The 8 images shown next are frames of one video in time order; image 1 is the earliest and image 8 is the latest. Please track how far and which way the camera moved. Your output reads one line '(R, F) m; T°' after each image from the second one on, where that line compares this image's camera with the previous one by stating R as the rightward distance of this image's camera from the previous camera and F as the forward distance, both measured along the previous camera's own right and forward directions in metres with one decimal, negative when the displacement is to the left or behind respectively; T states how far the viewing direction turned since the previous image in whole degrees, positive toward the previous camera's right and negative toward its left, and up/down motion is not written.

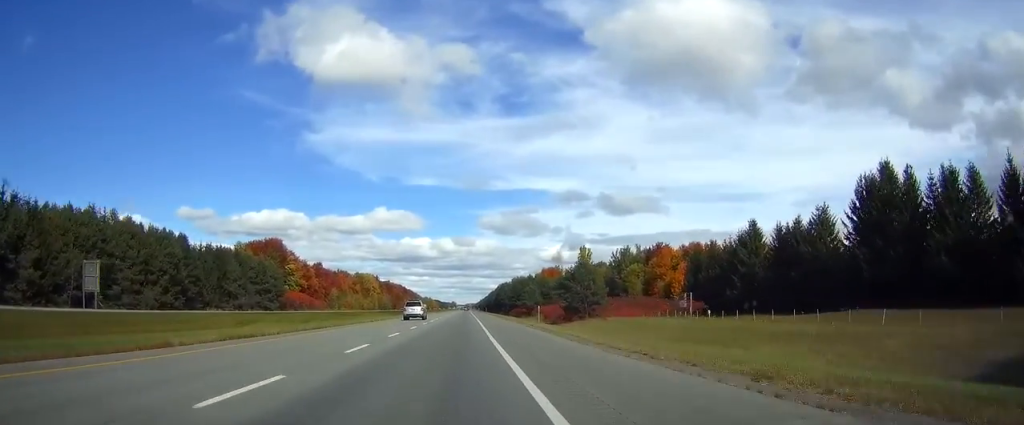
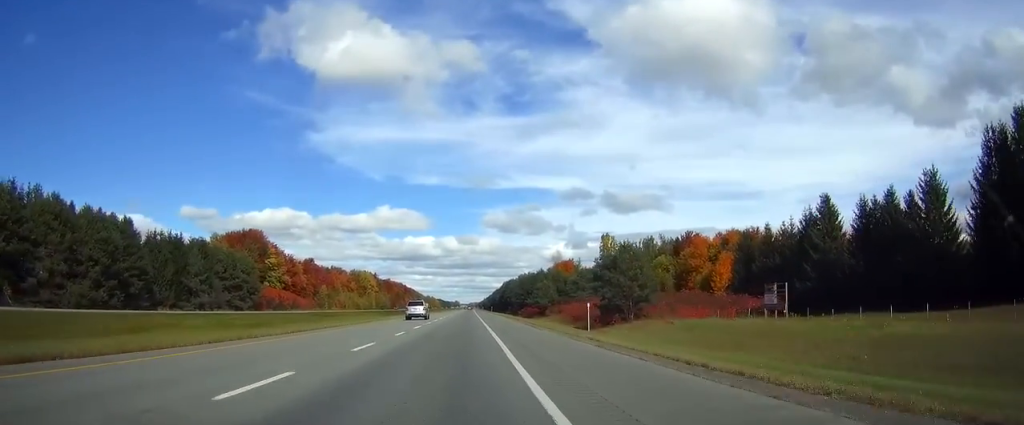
(0.0, +26.6) m; 0°
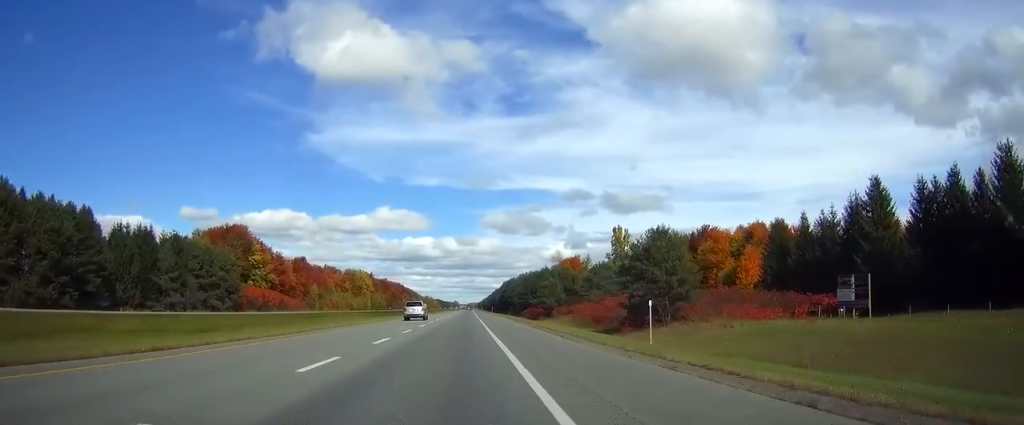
(0.0, +14.4) m; 0°
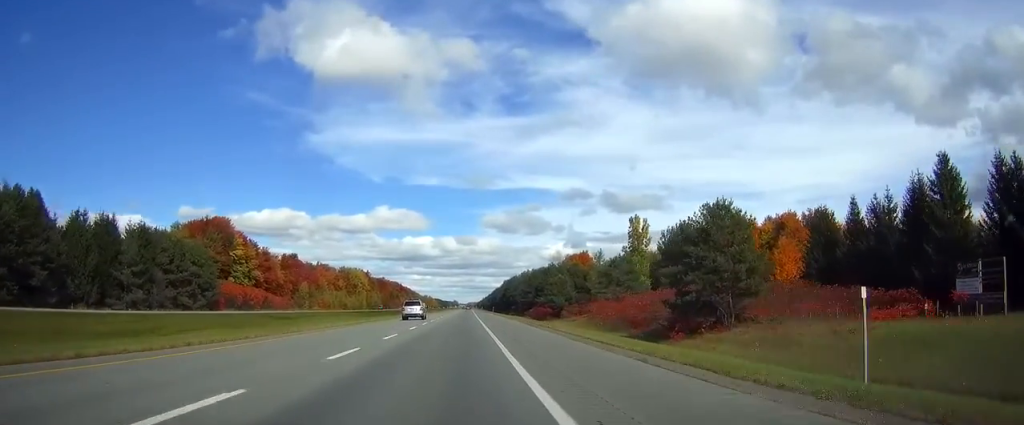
(0.0, +15.5) m; 0°
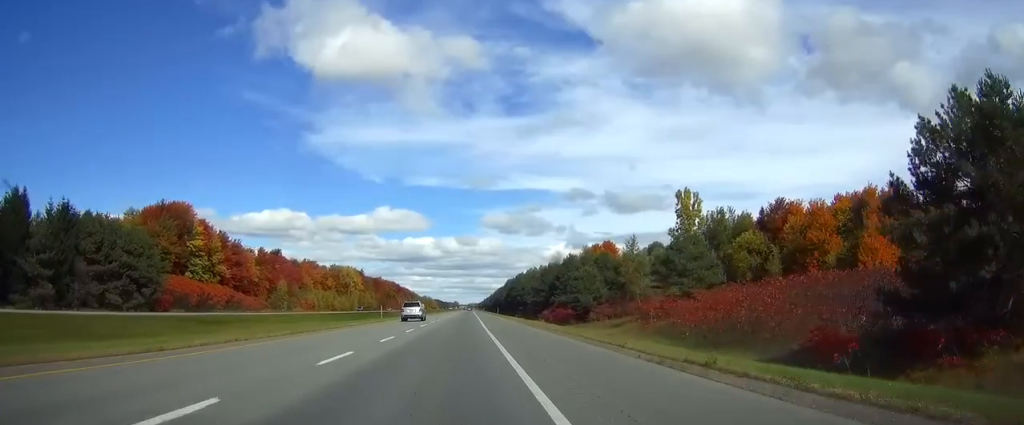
(0.0, +28.8) m; 0°
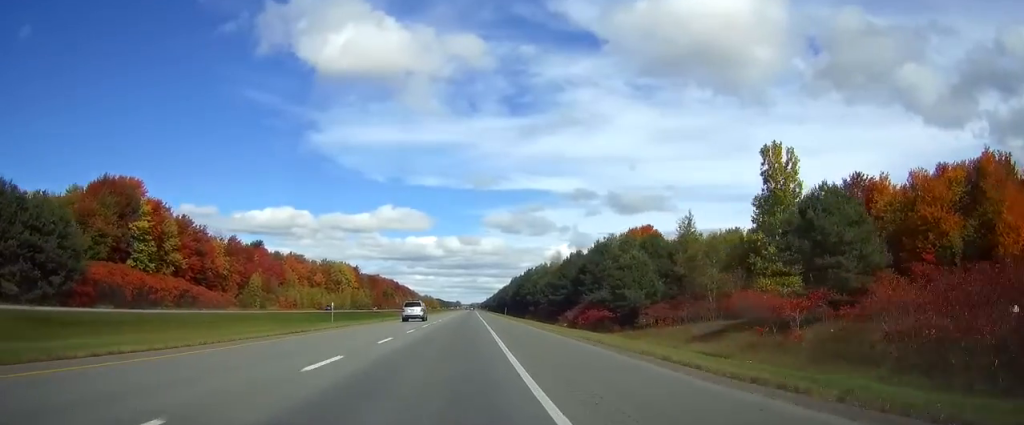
(0.0, +28.8) m; 0°
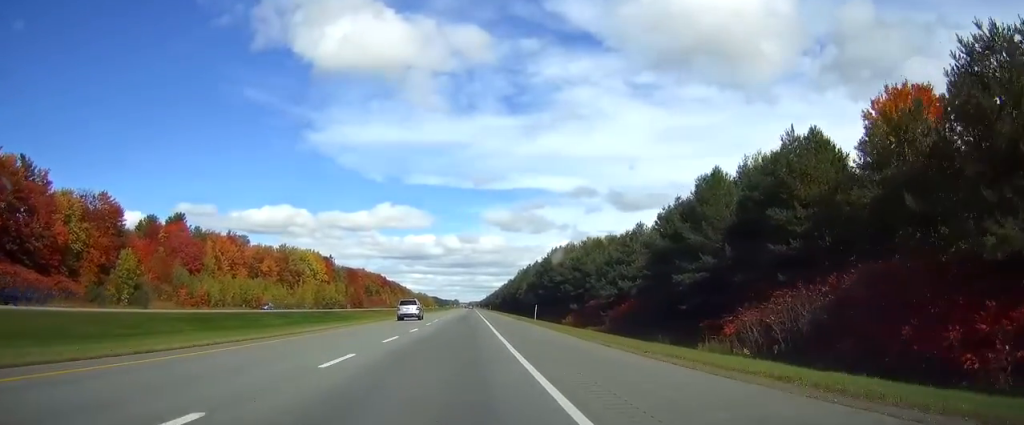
(-0.2, +71.9) m; 0°
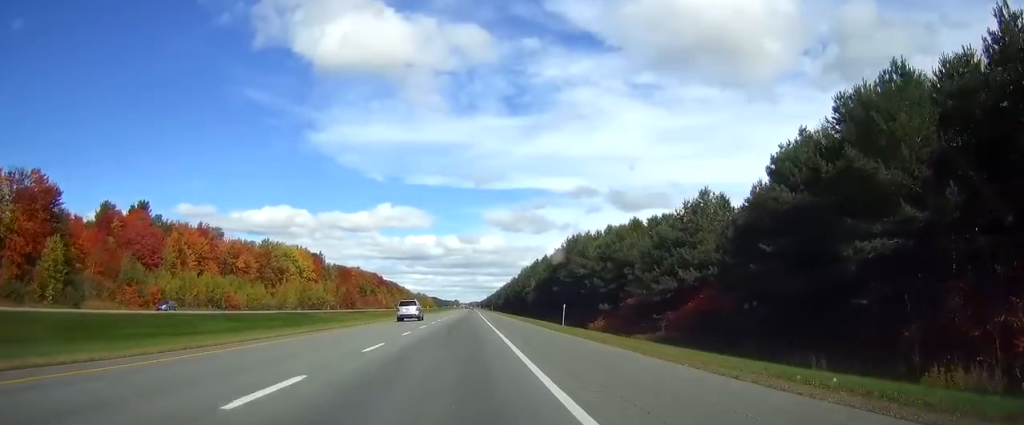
(0.0, +23.2) m; 0°
